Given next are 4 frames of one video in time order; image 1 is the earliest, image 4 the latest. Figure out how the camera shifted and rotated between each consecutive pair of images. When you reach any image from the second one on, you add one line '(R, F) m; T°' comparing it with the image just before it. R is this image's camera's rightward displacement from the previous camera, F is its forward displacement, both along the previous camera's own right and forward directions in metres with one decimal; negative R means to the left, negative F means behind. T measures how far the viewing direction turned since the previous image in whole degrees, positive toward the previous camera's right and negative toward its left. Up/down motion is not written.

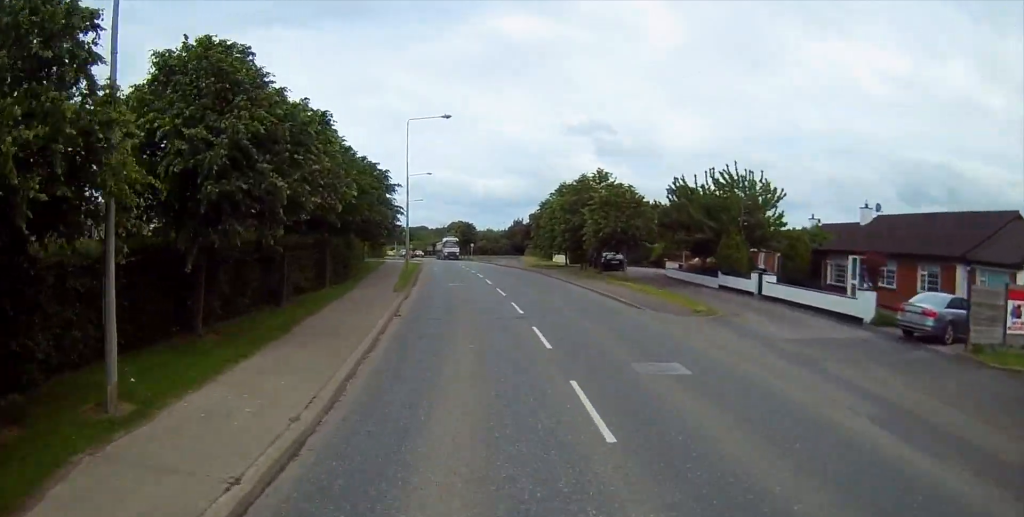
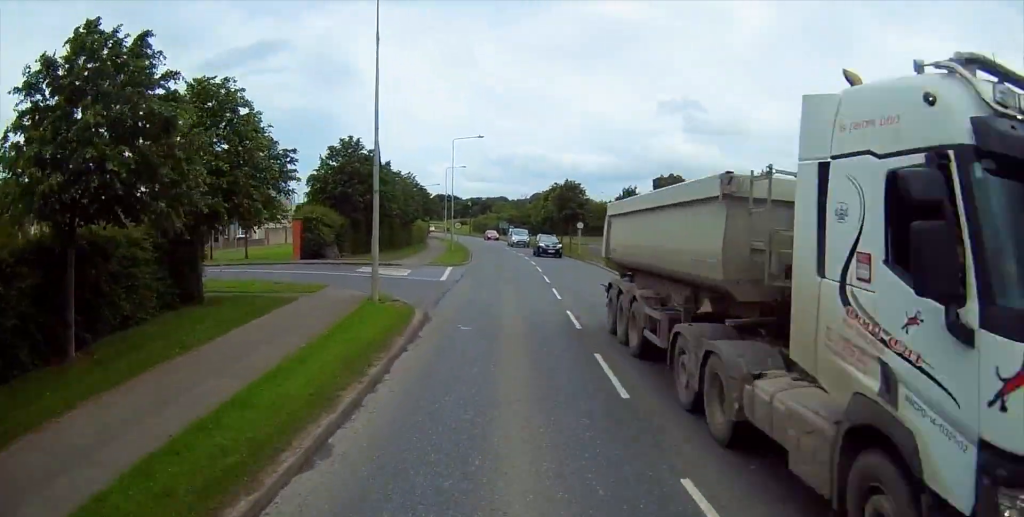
(-4.0, +54.0) m; -8°
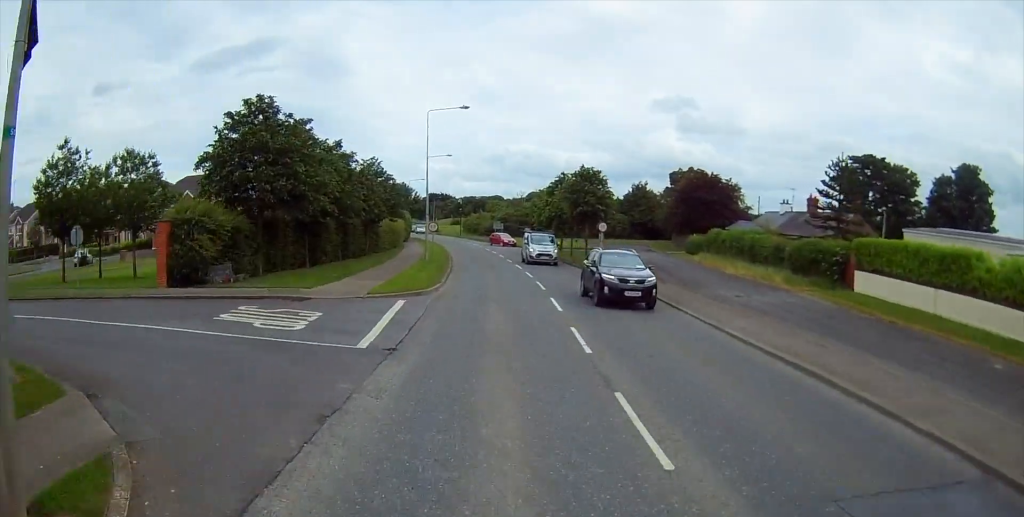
(+0.1, +15.1) m; 0°
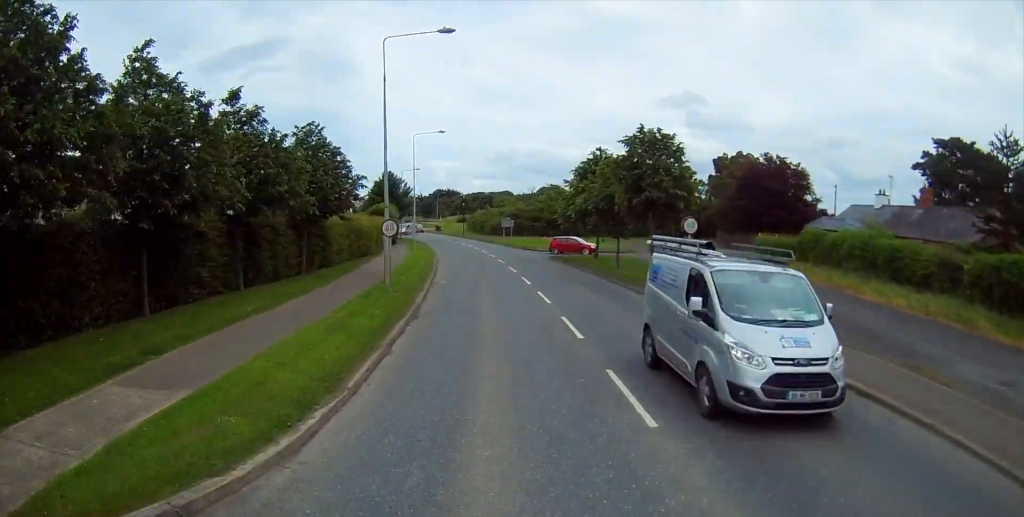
(-0.3, +17.4) m; 0°
